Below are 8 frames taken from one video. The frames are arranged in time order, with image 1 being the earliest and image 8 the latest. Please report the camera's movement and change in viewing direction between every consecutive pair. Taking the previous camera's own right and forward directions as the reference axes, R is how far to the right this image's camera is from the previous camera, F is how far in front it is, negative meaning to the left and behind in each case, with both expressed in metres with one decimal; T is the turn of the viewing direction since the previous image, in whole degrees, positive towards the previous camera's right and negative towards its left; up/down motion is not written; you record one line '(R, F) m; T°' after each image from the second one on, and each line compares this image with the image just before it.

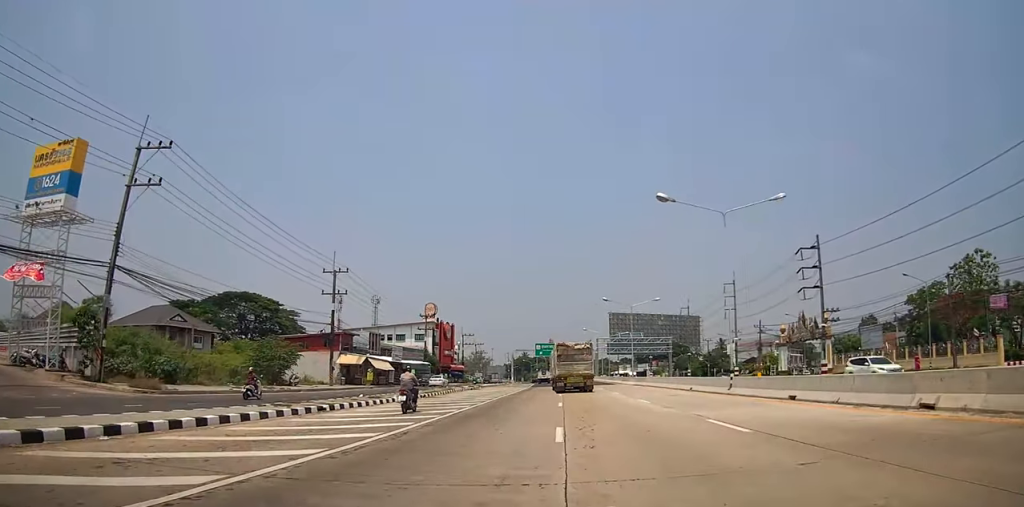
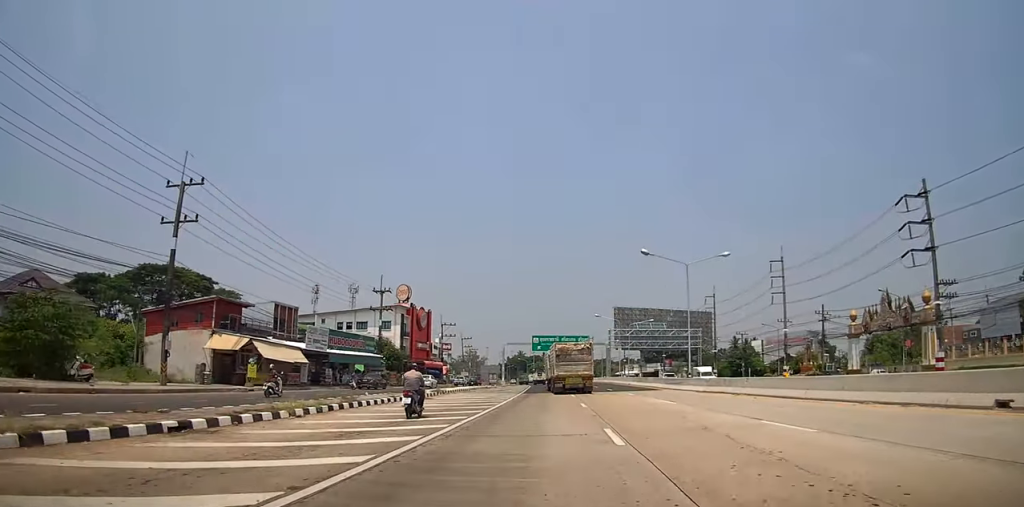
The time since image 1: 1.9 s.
(+0.3, +25.1) m; +1°
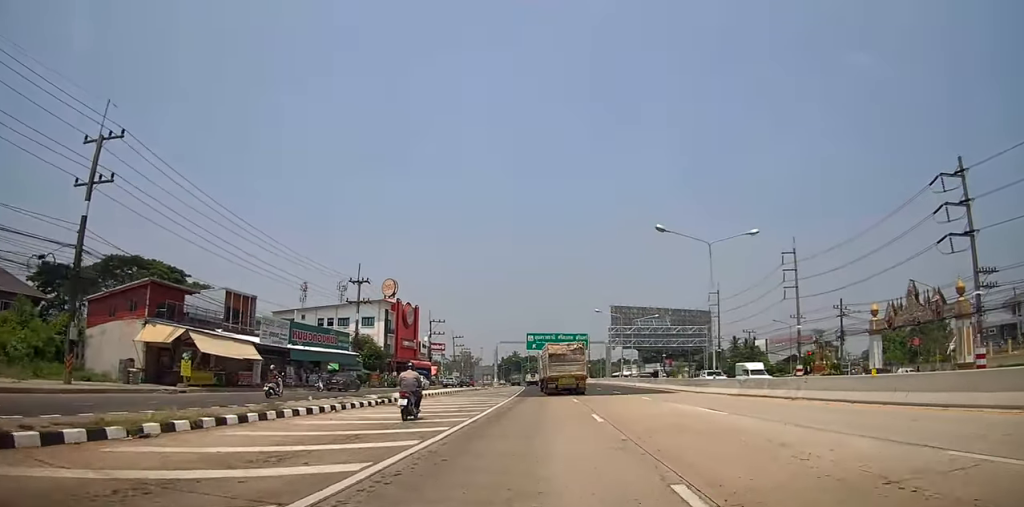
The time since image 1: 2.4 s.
(+0.1, +6.8) m; -1°
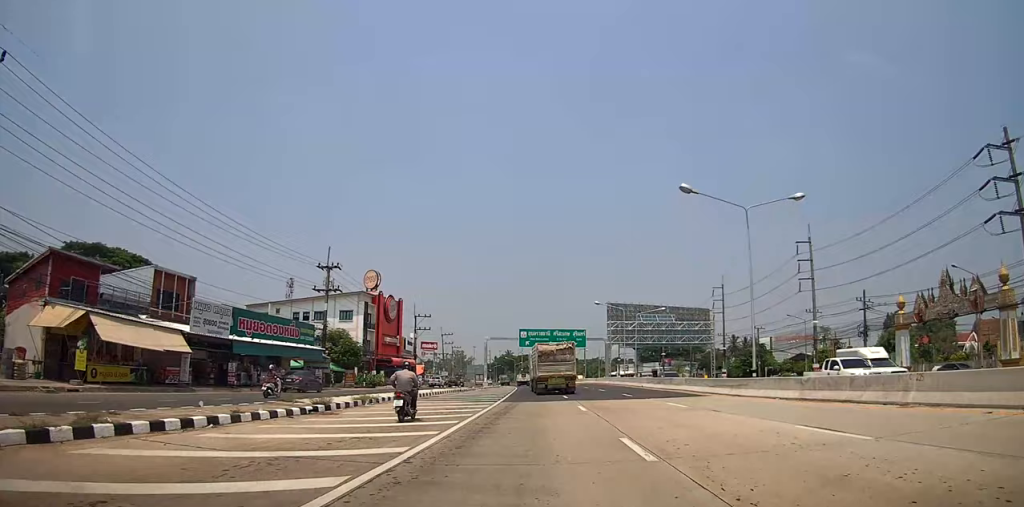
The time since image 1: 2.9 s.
(0.0, +7.3) m; 0°
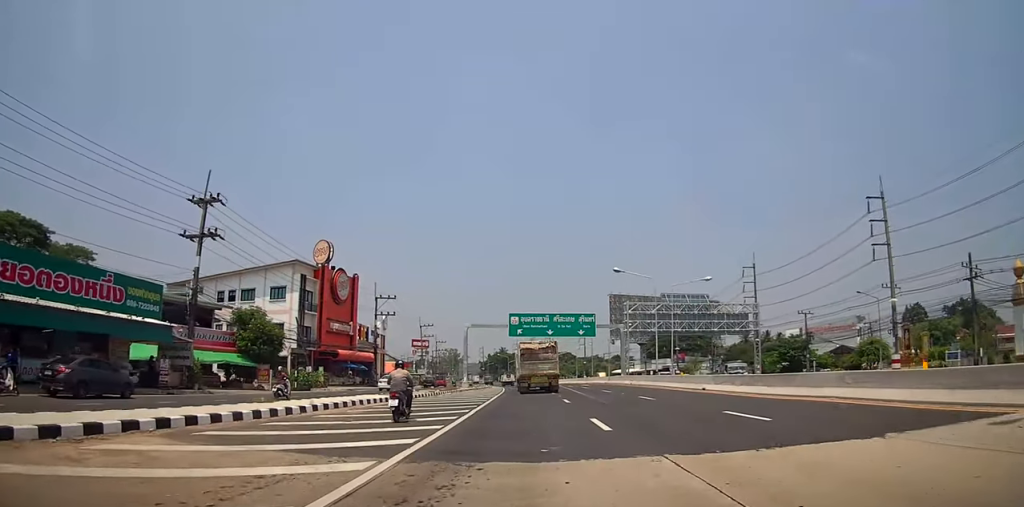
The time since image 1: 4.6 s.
(+0.5, +19.8) m; +2°
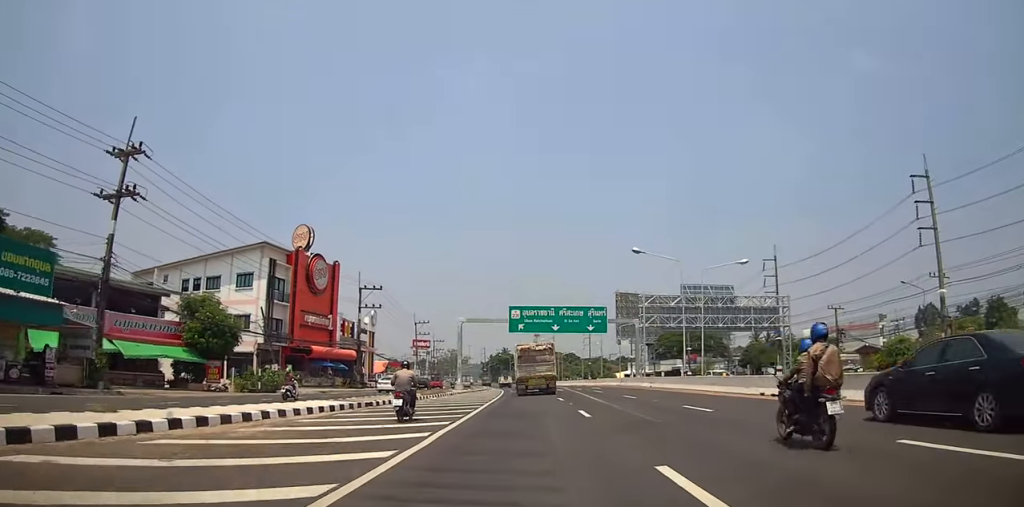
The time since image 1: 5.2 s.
(-0.1, +7.9) m; 0°
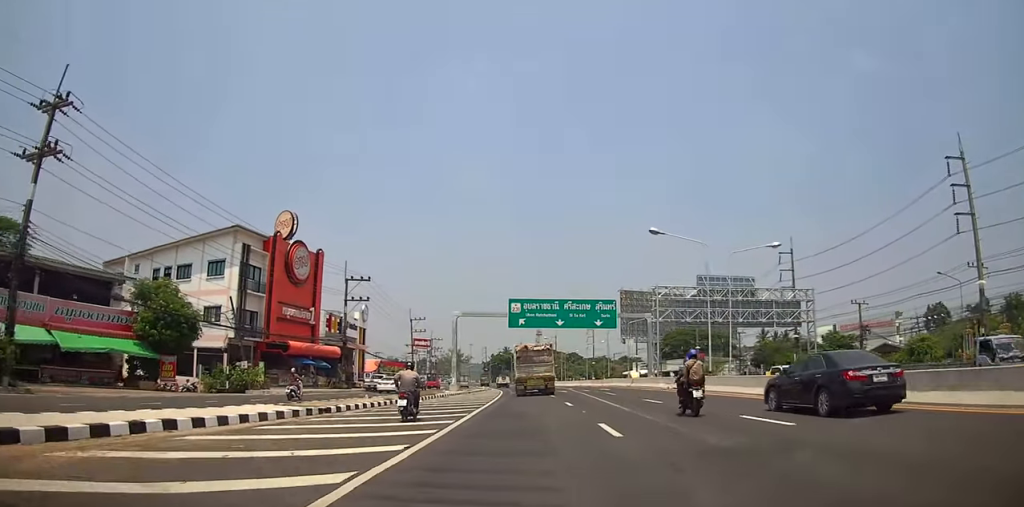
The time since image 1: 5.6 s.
(-0.2, +5.4) m; 0°
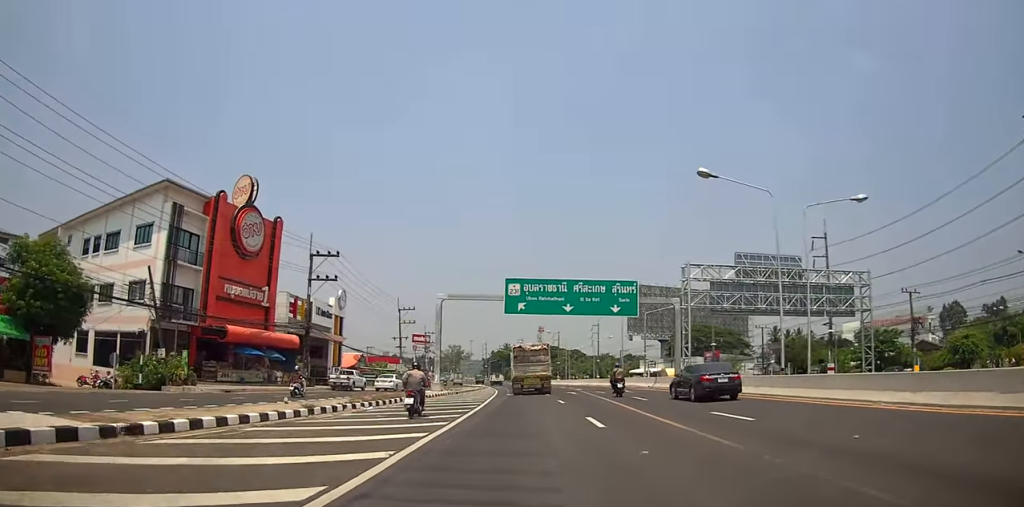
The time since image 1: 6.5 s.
(+0.4, +10.2) m; 0°
